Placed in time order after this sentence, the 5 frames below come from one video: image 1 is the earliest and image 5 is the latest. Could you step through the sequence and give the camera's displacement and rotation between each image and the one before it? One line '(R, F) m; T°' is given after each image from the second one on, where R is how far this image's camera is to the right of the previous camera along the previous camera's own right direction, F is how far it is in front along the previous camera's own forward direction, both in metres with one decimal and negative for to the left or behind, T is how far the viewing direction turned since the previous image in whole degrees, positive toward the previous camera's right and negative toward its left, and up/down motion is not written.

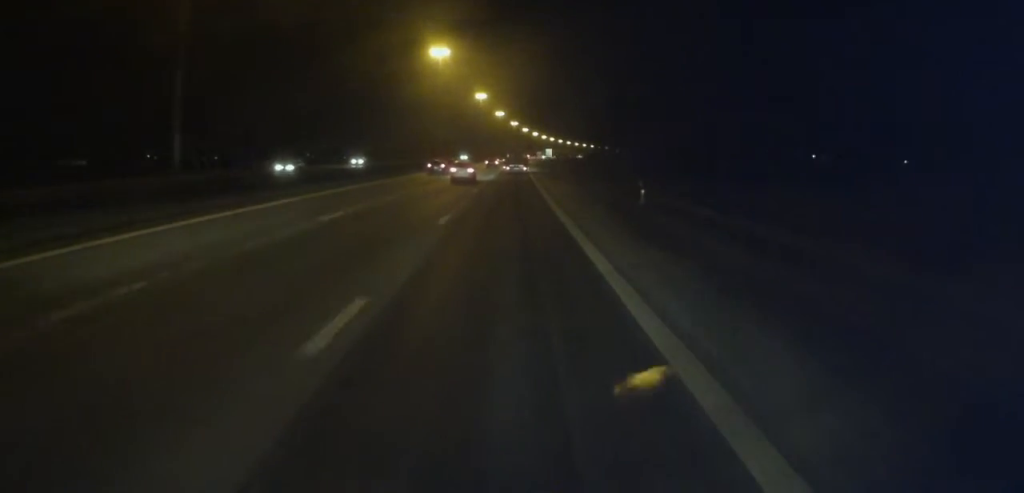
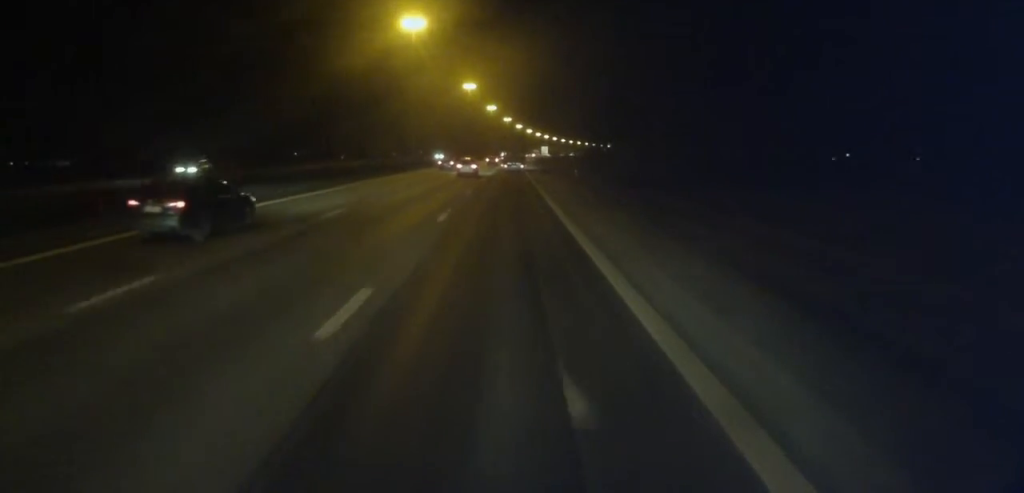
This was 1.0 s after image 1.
(0.0, +24.5) m; 0°
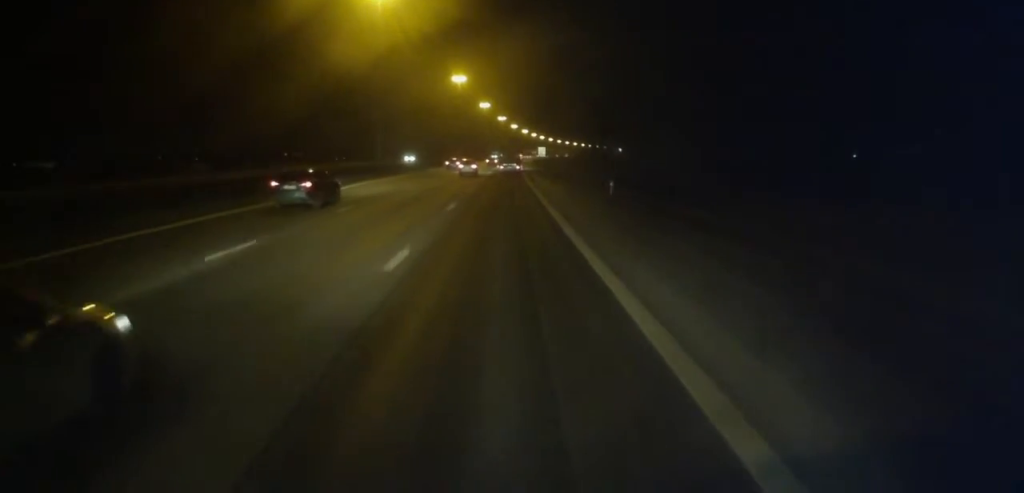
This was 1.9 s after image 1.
(0.0, +20.4) m; 0°
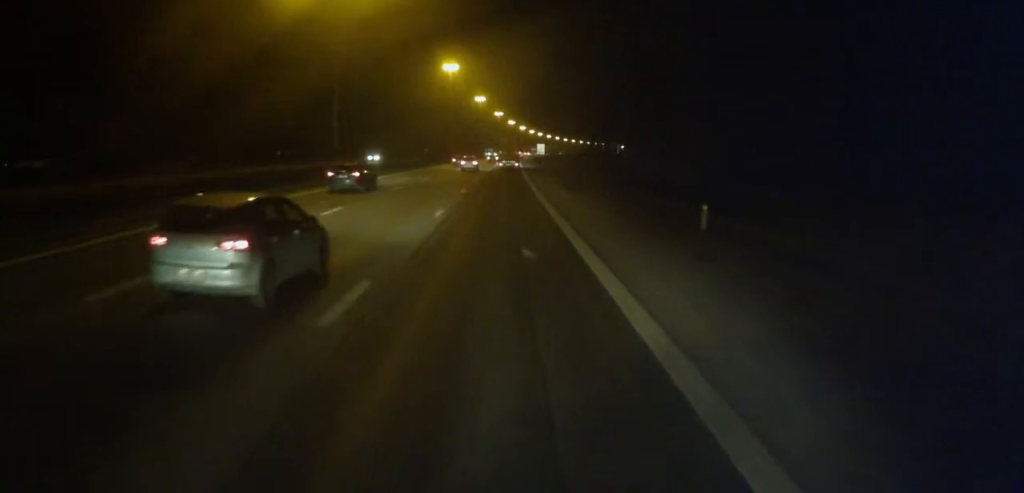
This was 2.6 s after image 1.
(-0.1, +16.4) m; +1°
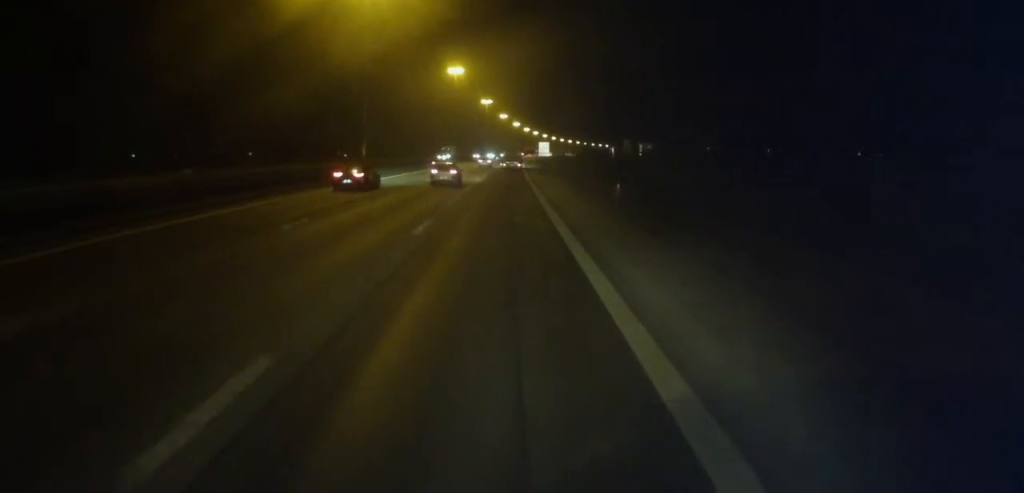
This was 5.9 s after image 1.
(+1.6, +78.6) m; +2°
